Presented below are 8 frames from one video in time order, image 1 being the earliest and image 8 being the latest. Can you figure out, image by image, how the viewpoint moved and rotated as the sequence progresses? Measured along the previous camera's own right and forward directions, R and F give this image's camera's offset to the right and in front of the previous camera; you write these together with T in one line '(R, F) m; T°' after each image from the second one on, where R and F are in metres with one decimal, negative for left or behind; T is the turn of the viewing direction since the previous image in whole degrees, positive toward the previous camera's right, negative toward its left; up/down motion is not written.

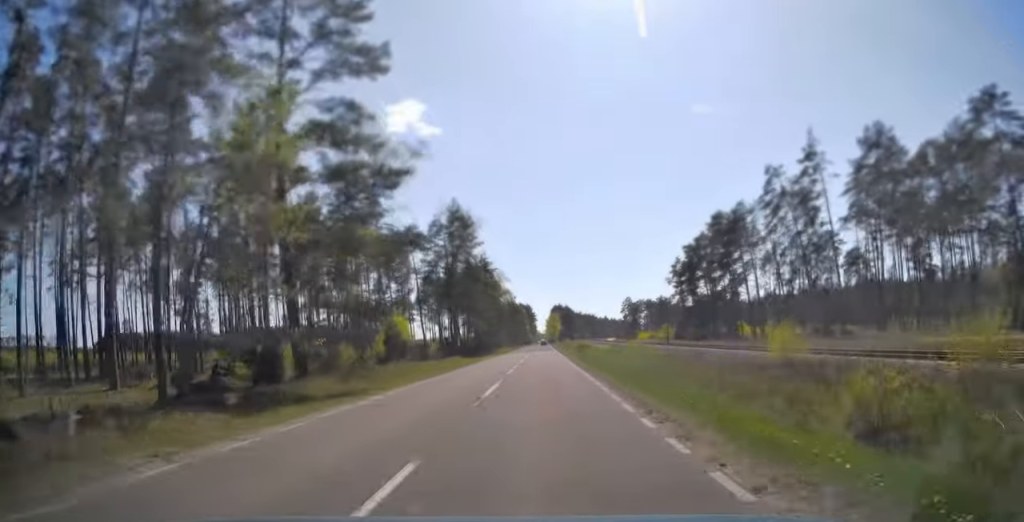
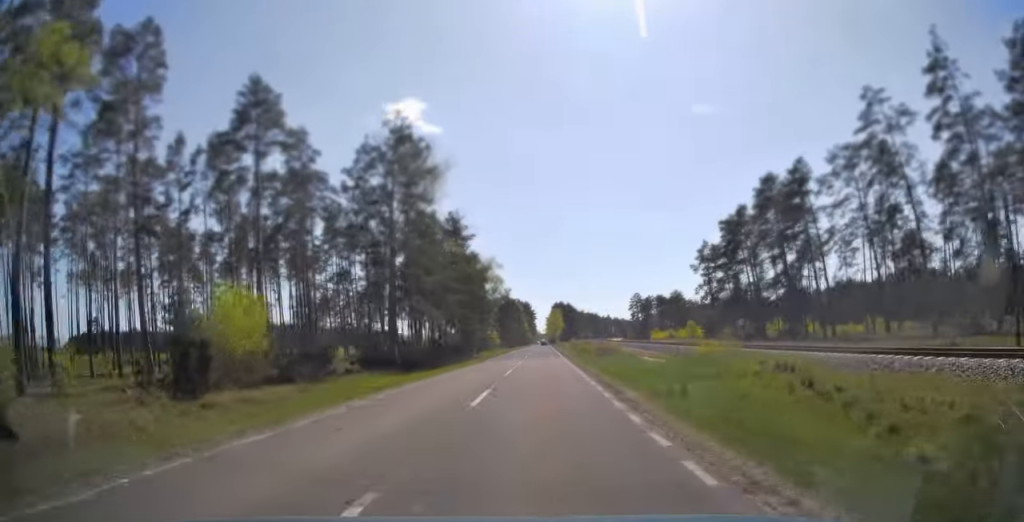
(0.0, +25.7) m; 0°
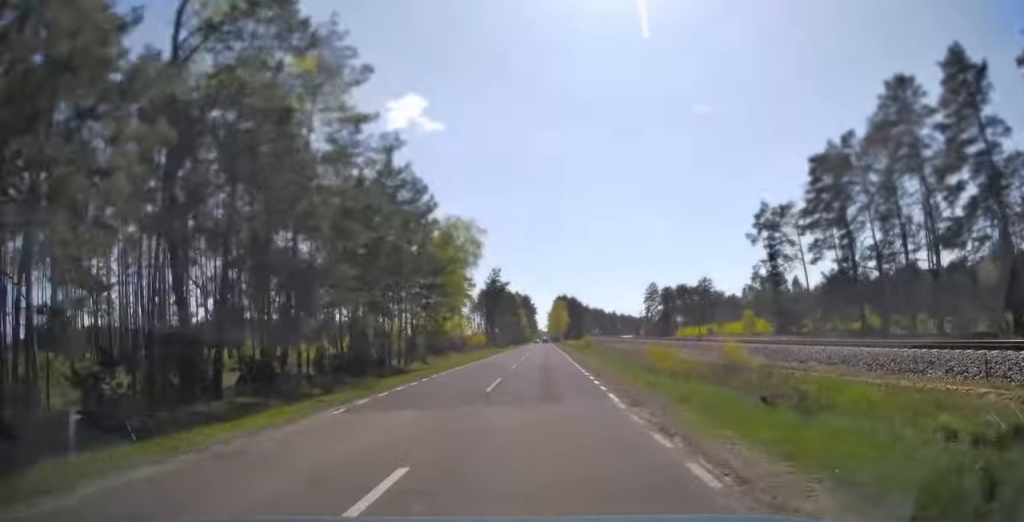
(0.0, +34.4) m; 0°
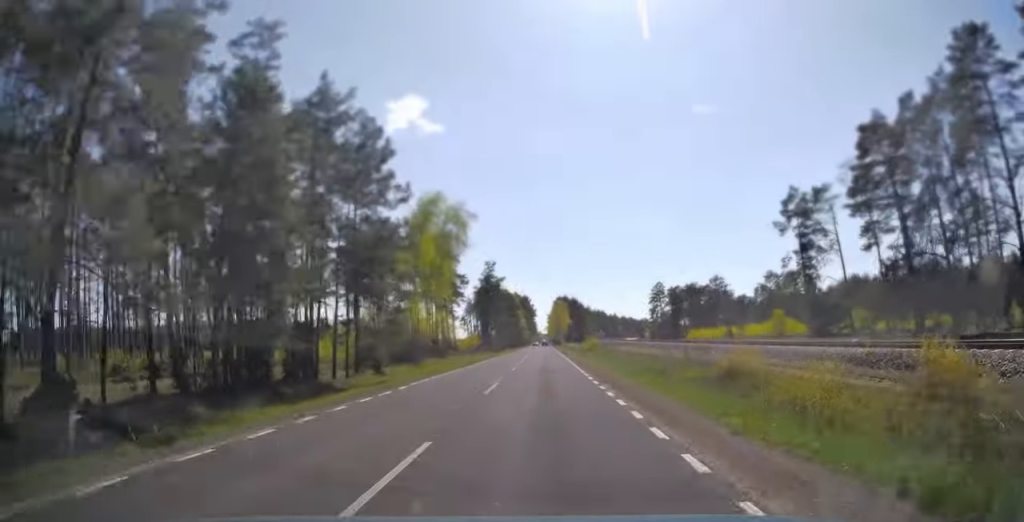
(0.0, +11.5) m; 0°
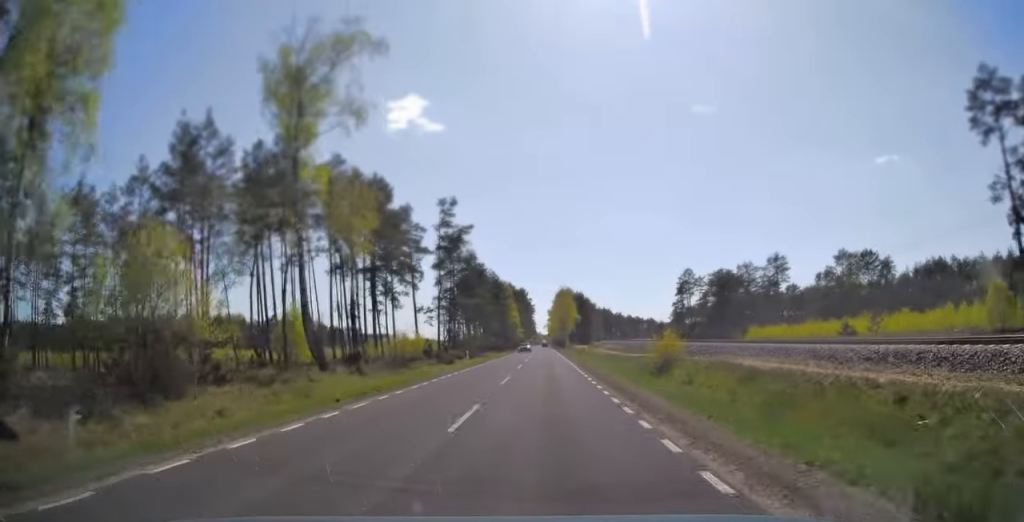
(+0.1, +41.7) m; 0°
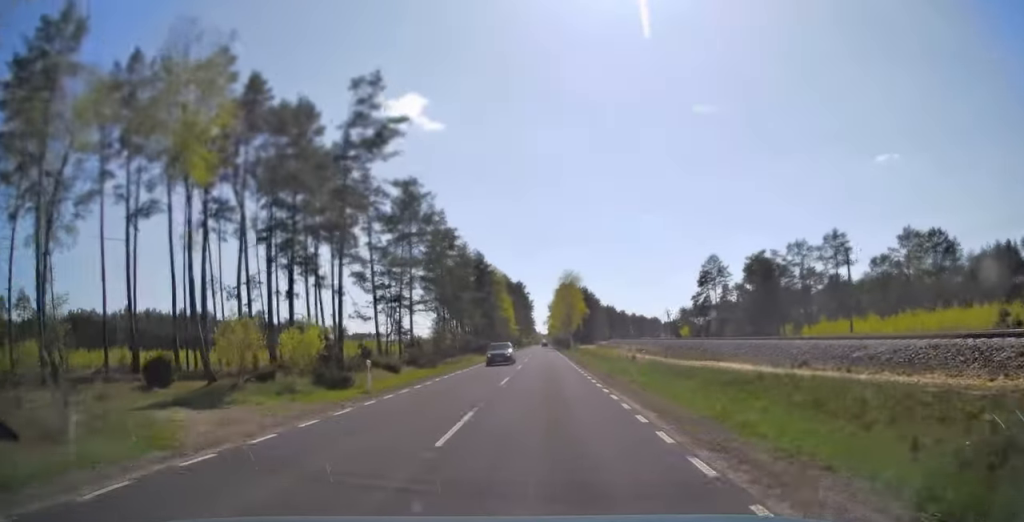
(-0.1, +24.7) m; 0°
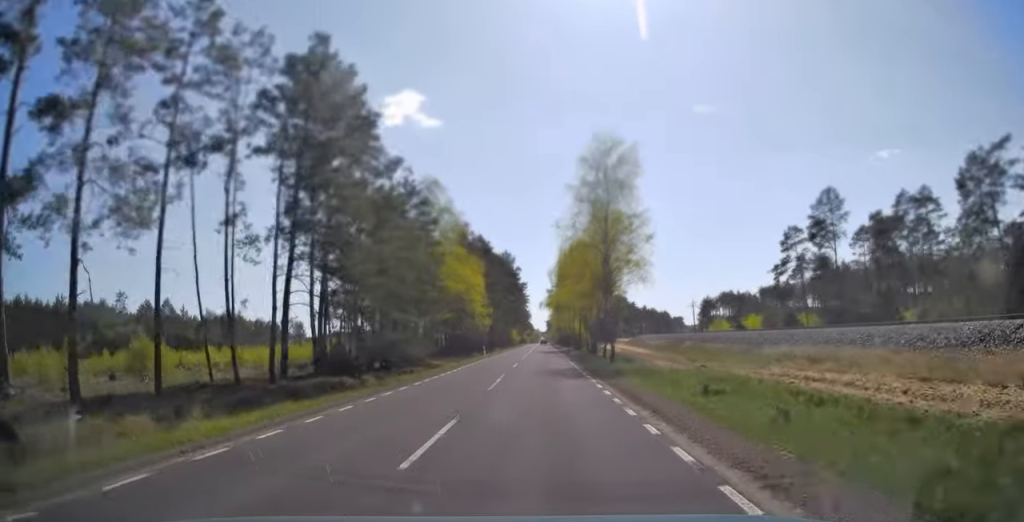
(+0.1, +60.0) m; 0°
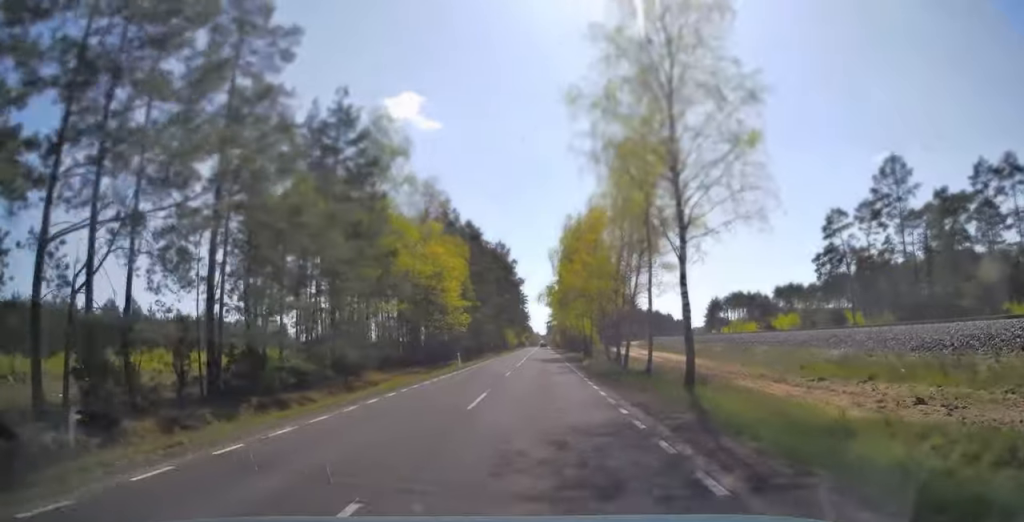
(0.0, +16.9) m; 0°
